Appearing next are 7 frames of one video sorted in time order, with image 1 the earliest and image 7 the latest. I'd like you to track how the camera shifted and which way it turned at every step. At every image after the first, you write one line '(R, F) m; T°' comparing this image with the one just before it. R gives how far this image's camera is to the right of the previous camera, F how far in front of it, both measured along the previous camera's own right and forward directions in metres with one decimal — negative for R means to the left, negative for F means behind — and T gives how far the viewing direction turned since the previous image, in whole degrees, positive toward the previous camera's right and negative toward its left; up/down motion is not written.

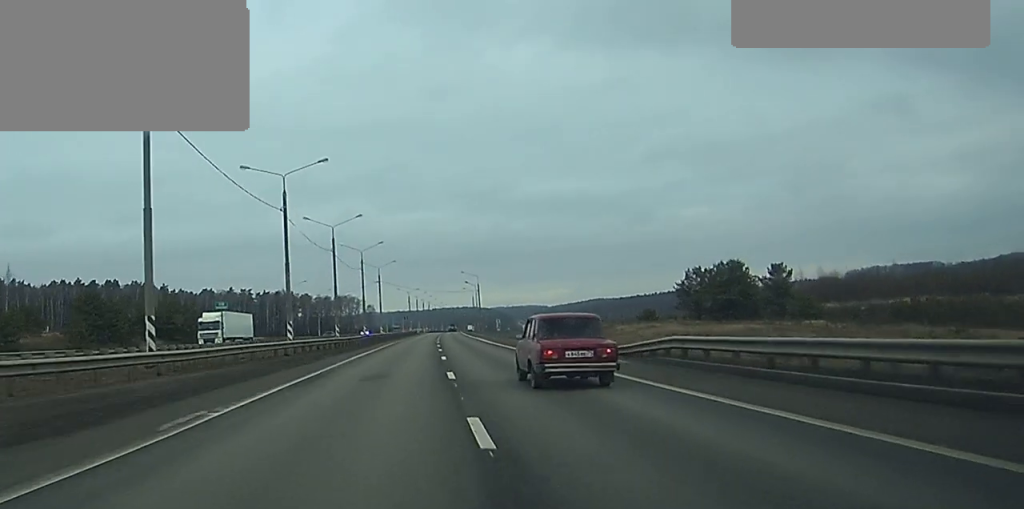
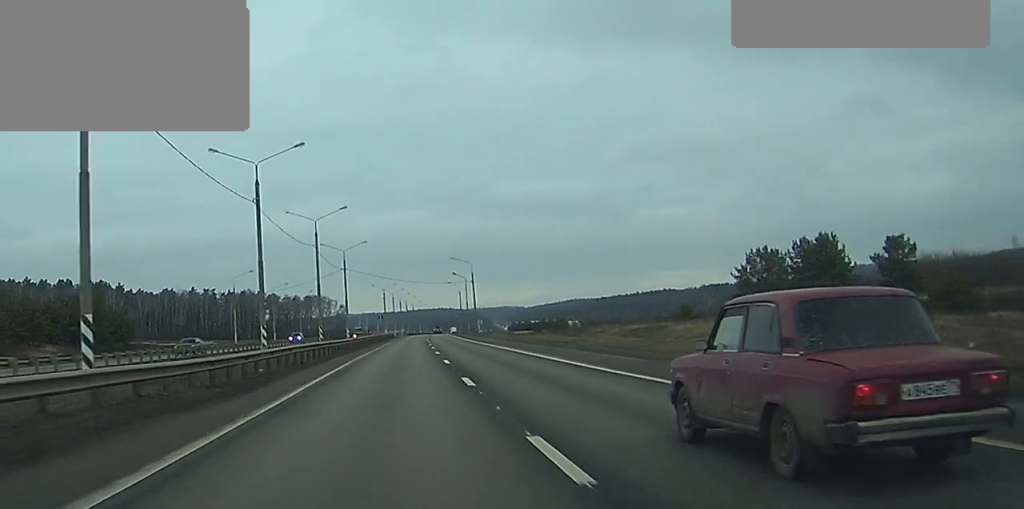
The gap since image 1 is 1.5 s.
(+0.4, +38.0) m; +1°
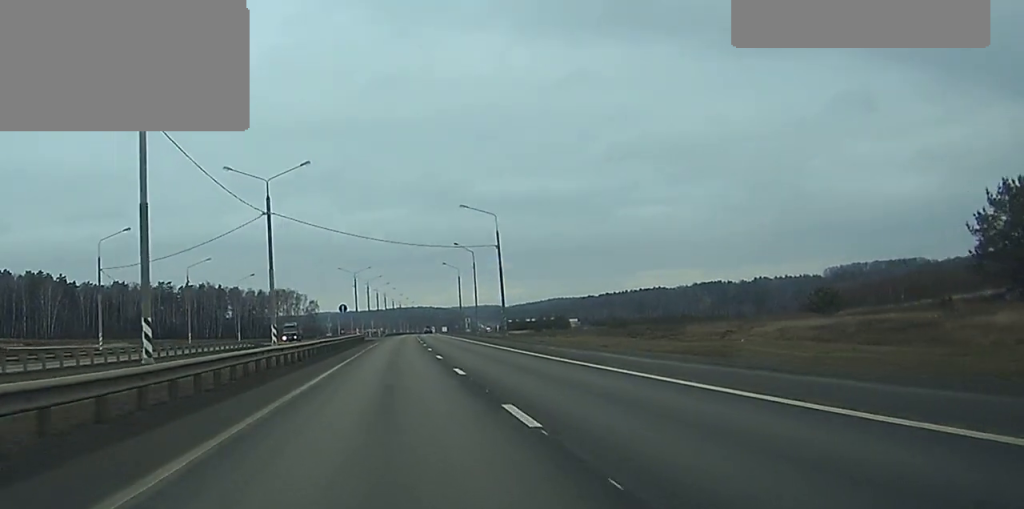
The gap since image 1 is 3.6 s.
(+0.8, +56.0) m; +2°
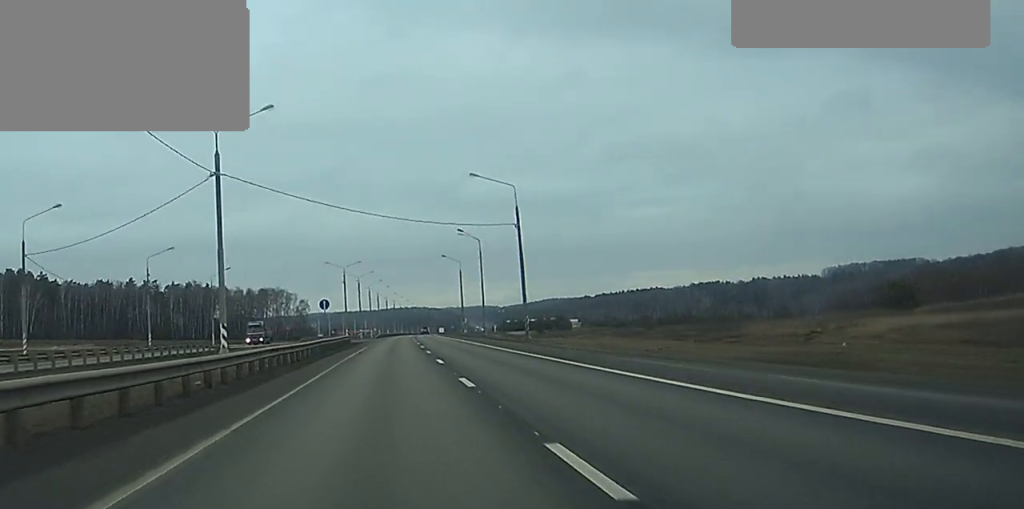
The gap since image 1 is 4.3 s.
(+0.1, +16.4) m; 0°
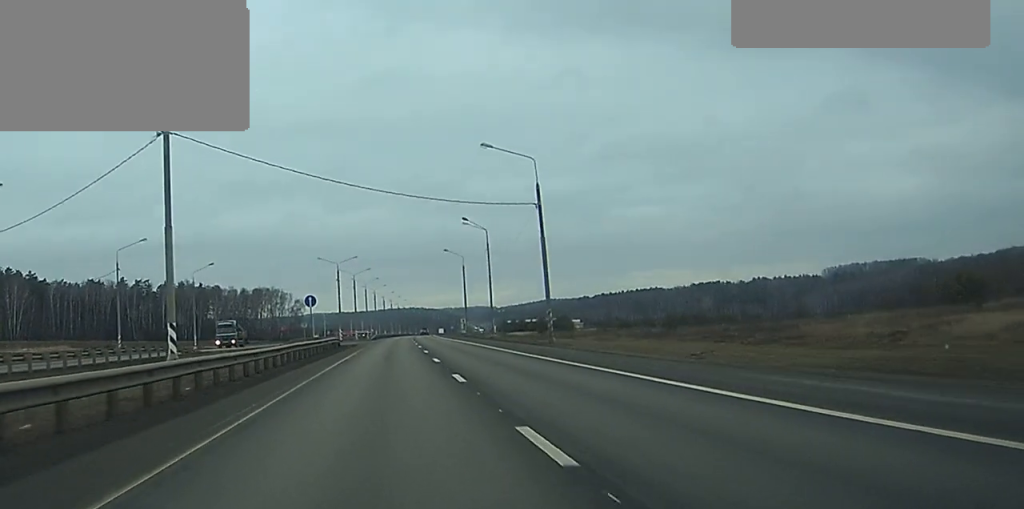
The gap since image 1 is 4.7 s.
(0.0, +10.4) m; 0°
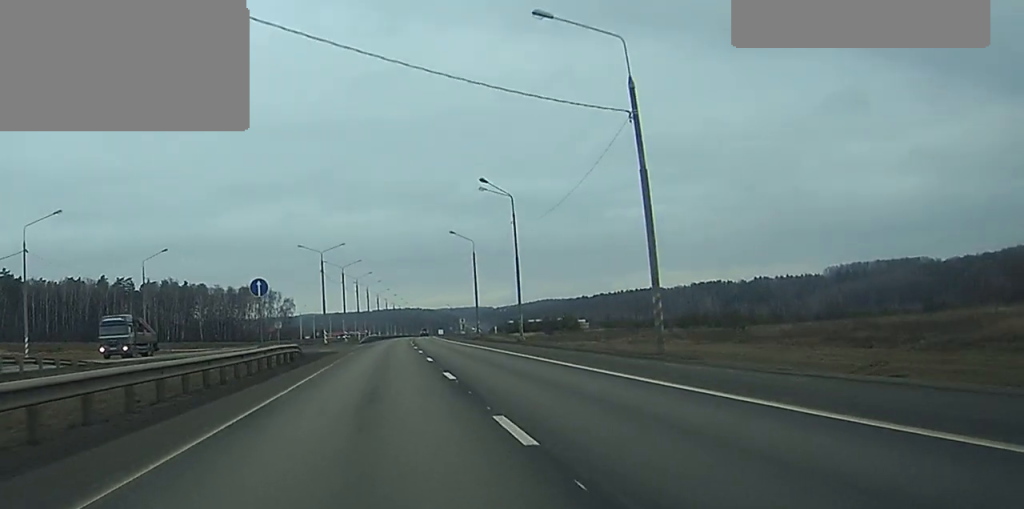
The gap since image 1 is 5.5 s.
(0.0, +22.5) m; 0°
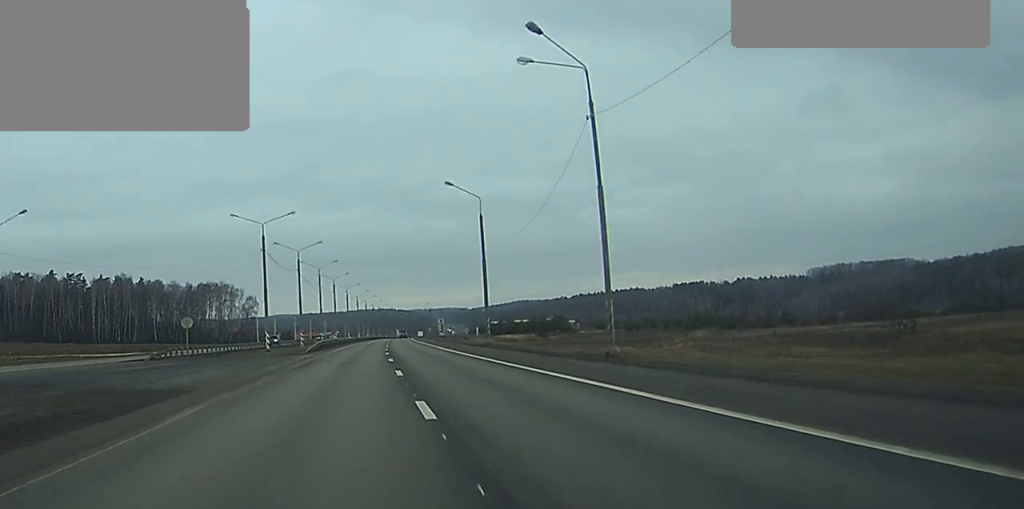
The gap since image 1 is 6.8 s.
(+0.2, +32.8) m; +1°
